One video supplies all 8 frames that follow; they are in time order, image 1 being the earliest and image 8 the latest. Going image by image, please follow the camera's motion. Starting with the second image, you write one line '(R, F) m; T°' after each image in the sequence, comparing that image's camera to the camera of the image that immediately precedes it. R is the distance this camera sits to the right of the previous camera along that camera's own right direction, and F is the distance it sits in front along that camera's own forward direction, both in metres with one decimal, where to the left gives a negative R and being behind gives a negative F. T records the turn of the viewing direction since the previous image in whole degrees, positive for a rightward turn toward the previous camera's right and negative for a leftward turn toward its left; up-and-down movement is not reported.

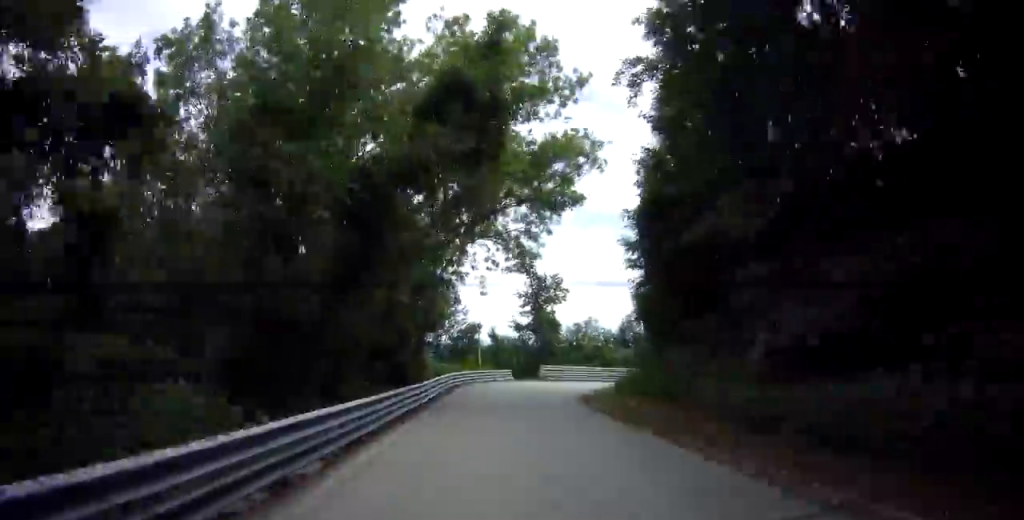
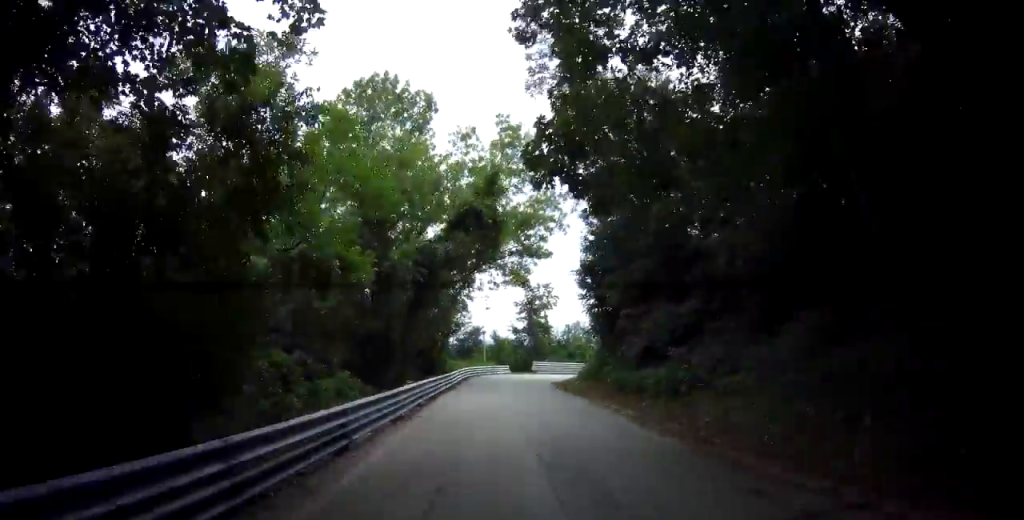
(-0.3, +10.1) m; -4°
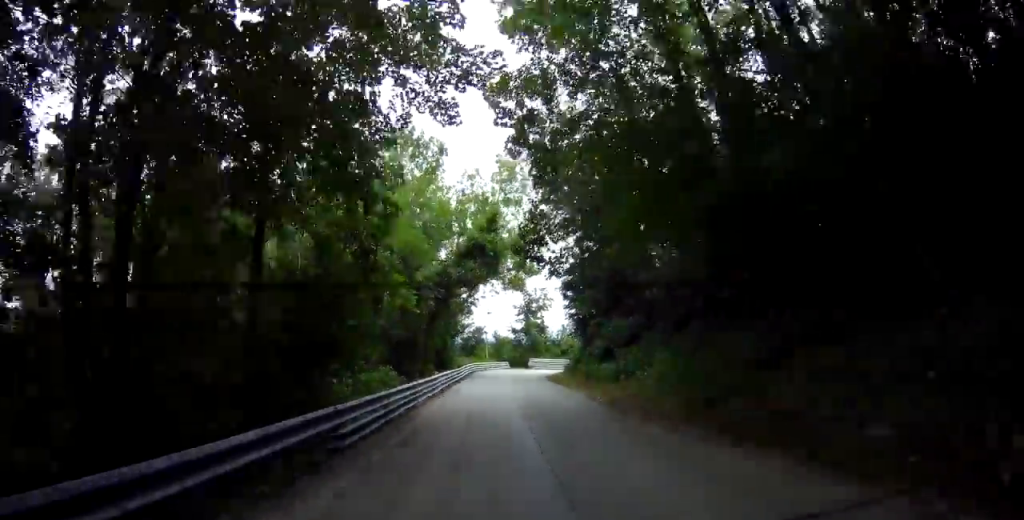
(-0.3, +6.9) m; -1°
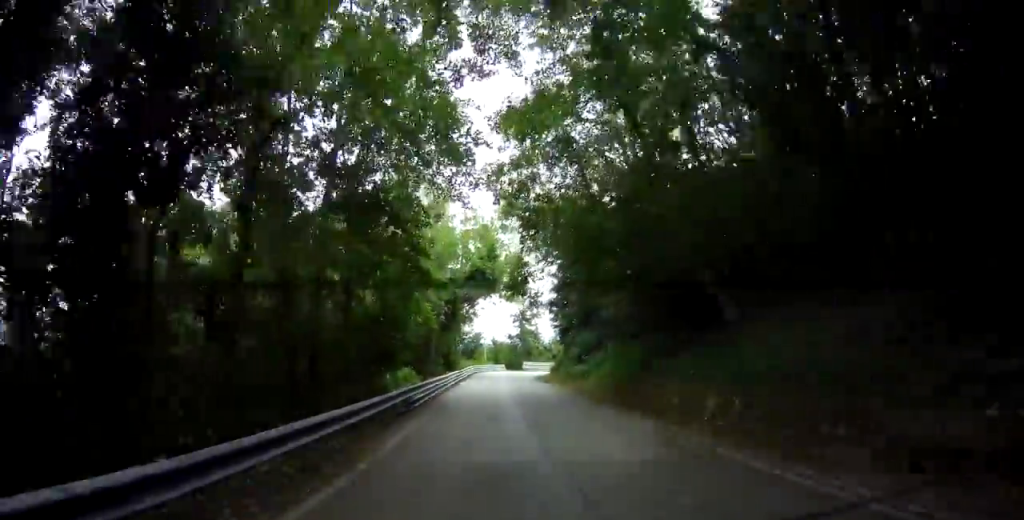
(0.0, +6.9) m; 0°
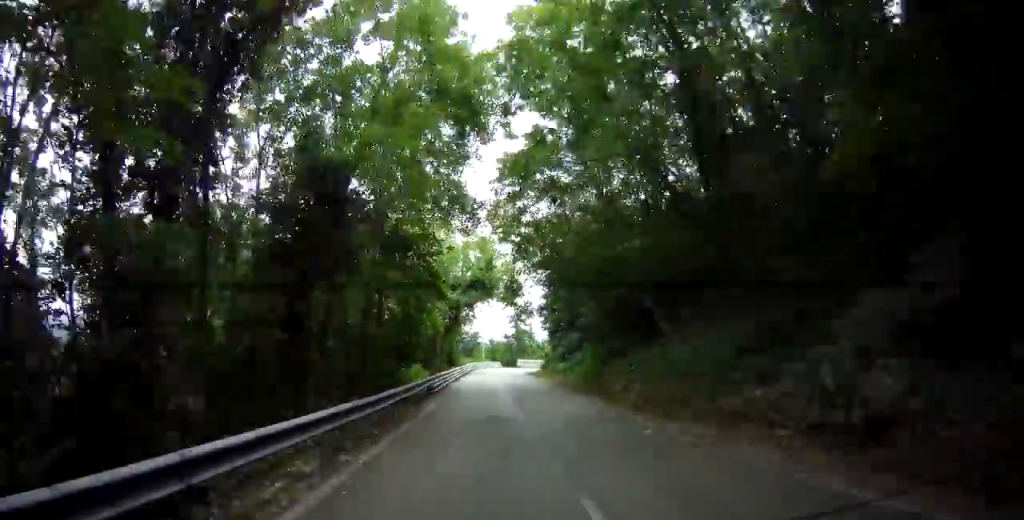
(+0.1, +5.2) m; +1°
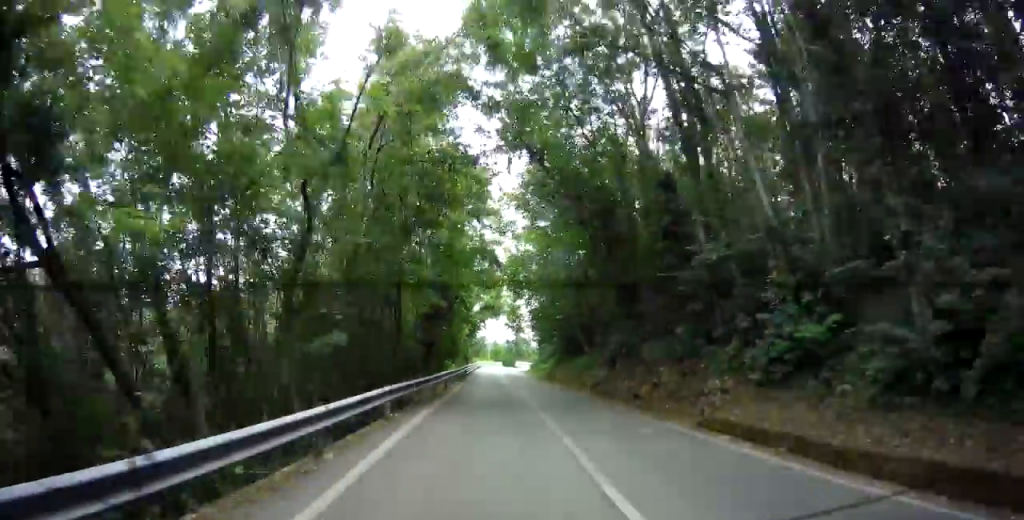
(+0.2, +17.4) m; 0°
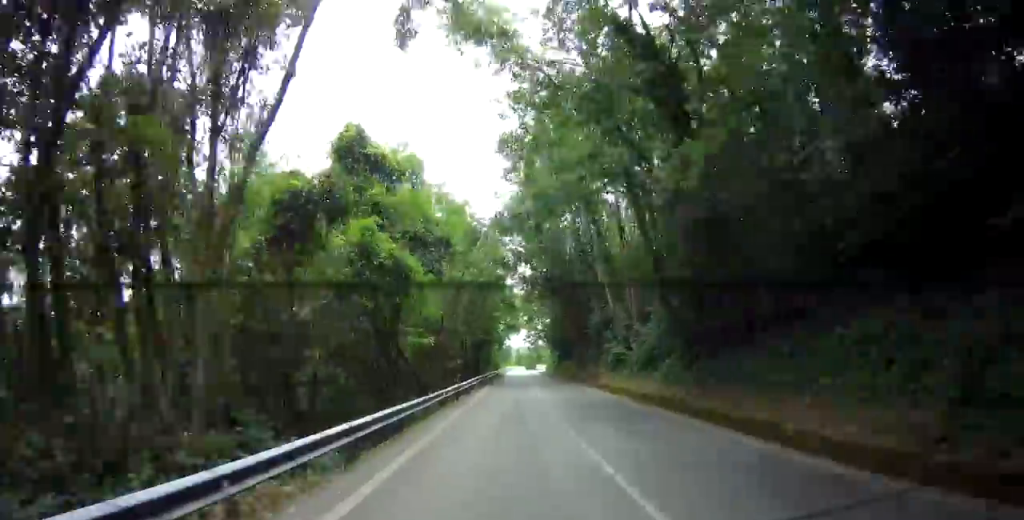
(0.0, +20.1) m; +5°
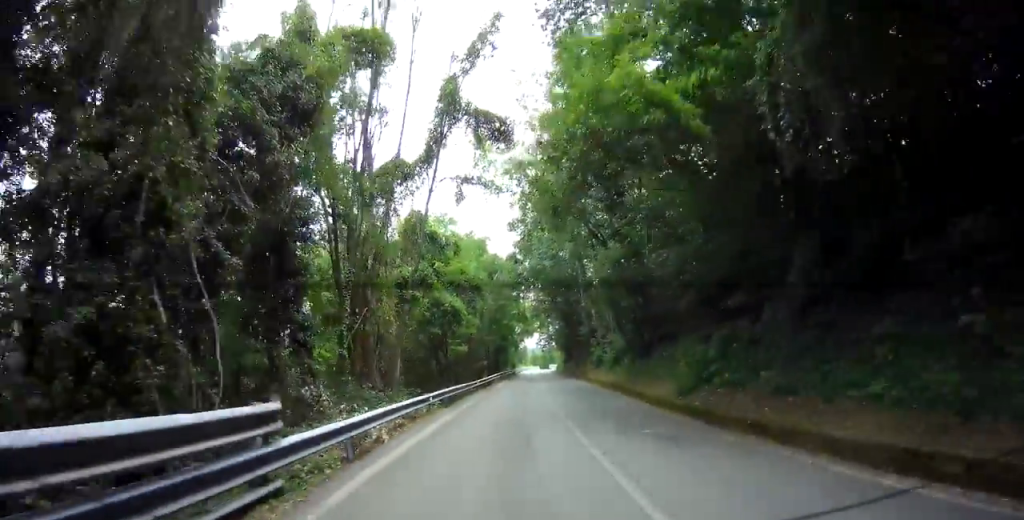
(+1.0, +11.8) m; 0°
